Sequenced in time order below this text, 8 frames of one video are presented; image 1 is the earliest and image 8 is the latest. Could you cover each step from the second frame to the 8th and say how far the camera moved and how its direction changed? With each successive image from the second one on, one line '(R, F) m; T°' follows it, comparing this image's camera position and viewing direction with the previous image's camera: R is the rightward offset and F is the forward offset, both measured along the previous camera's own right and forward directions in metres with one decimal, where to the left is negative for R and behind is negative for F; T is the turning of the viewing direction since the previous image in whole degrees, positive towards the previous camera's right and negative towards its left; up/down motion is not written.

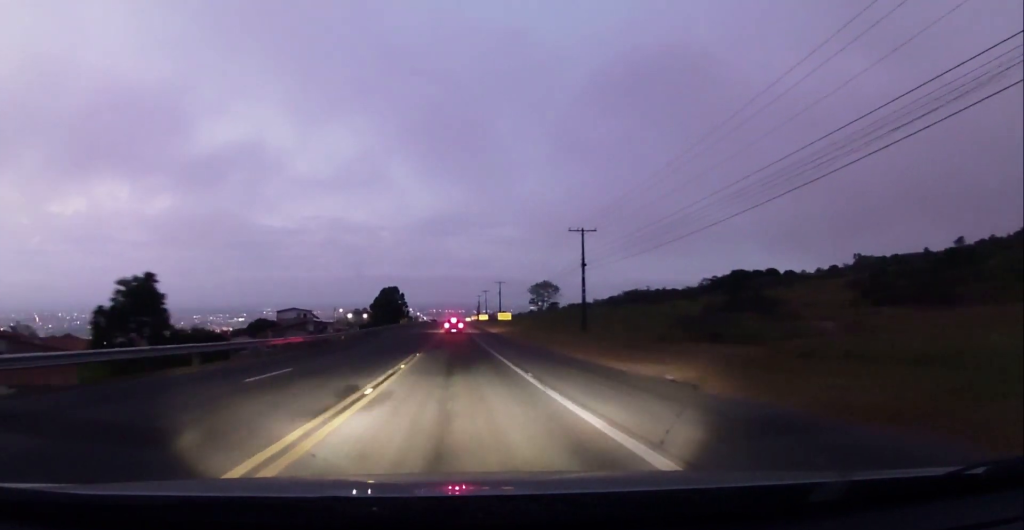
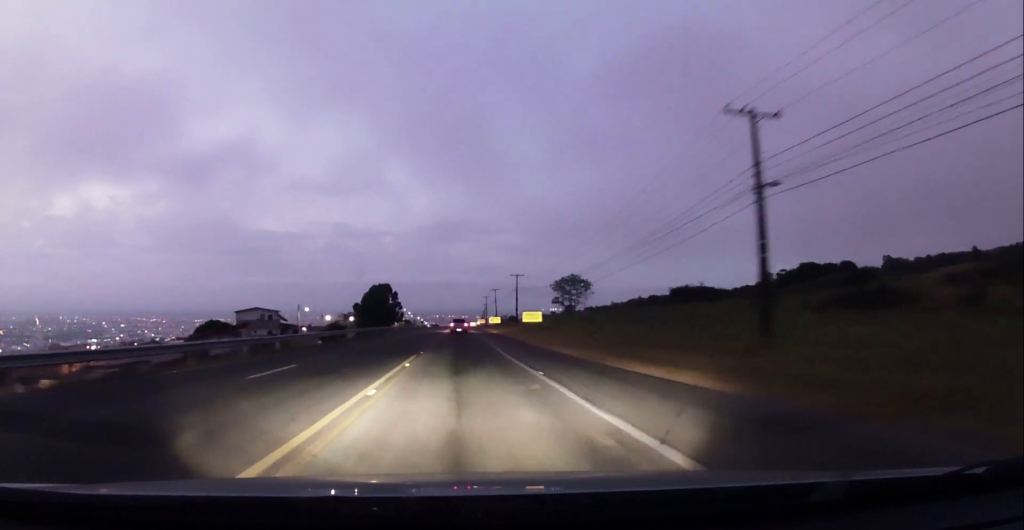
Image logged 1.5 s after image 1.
(+0.5, +33.2) m; +1°
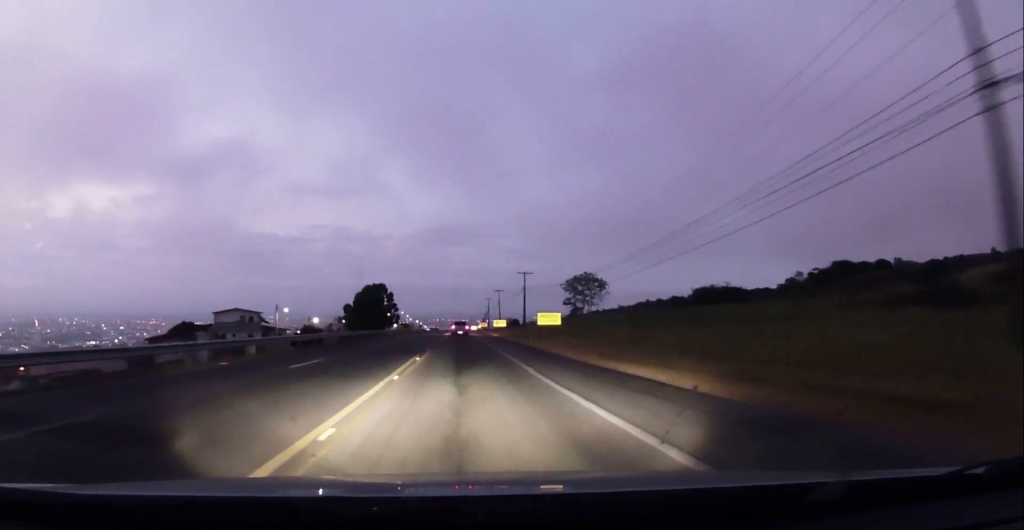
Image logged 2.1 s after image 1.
(-0.1, +12.5) m; 0°
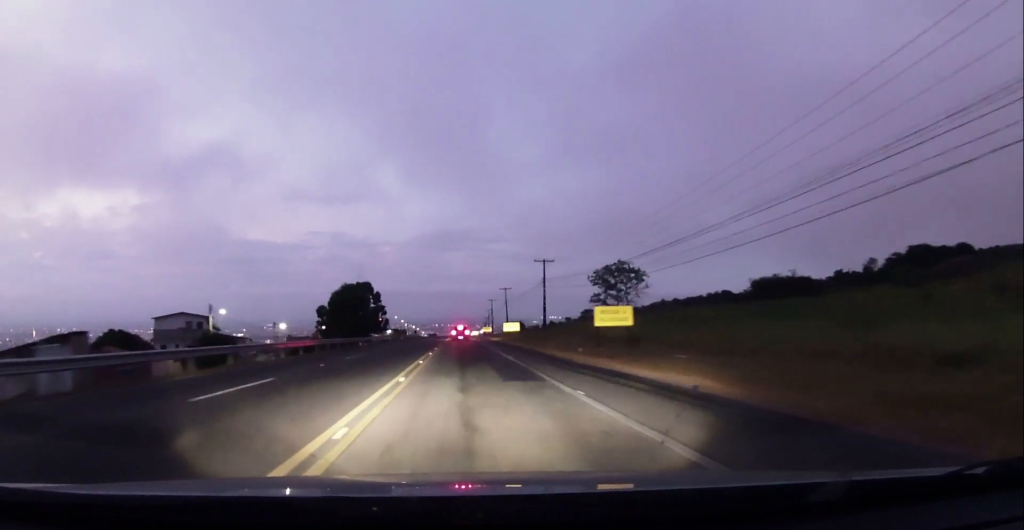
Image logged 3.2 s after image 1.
(-0.3, +24.3) m; -1°
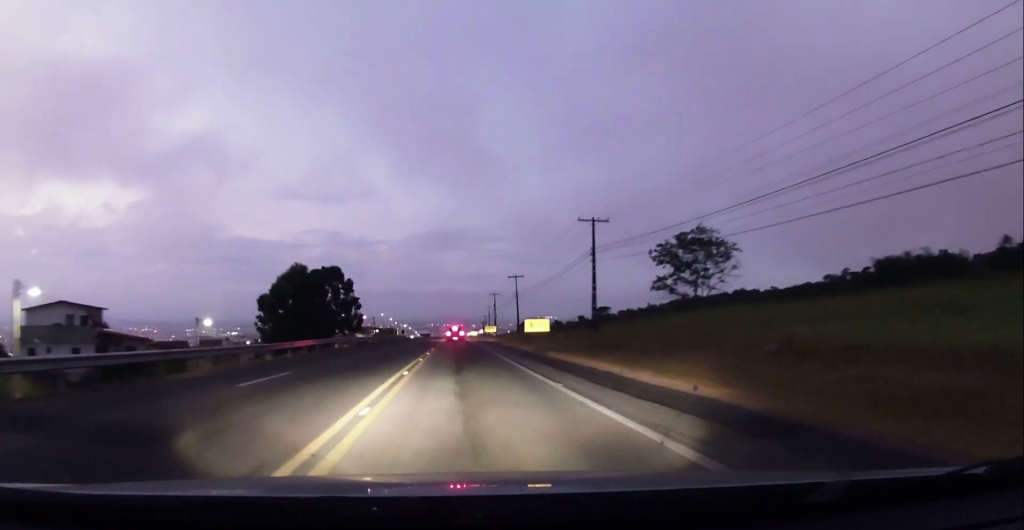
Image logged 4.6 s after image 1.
(0.0, +30.6) m; +1°
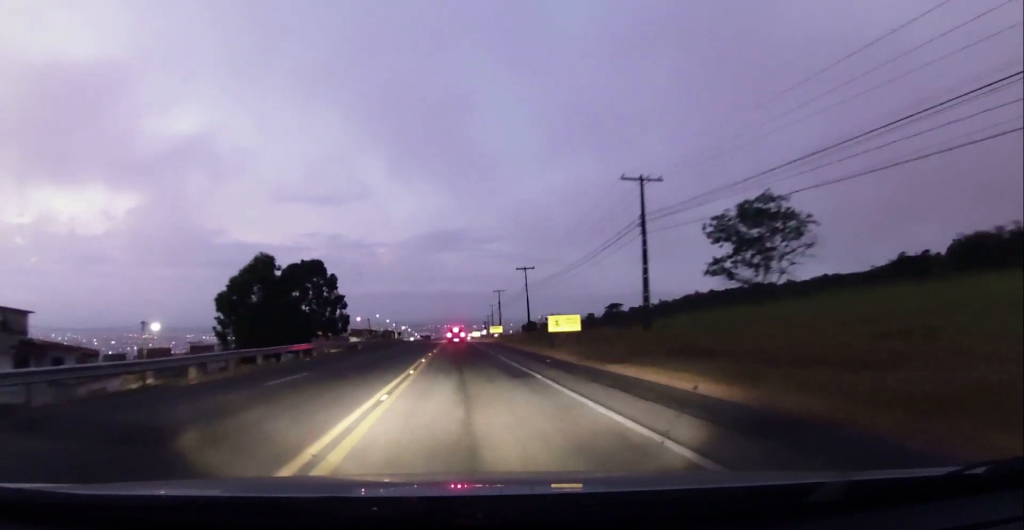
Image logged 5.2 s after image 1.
(+0.1, +13.7) m; 0°
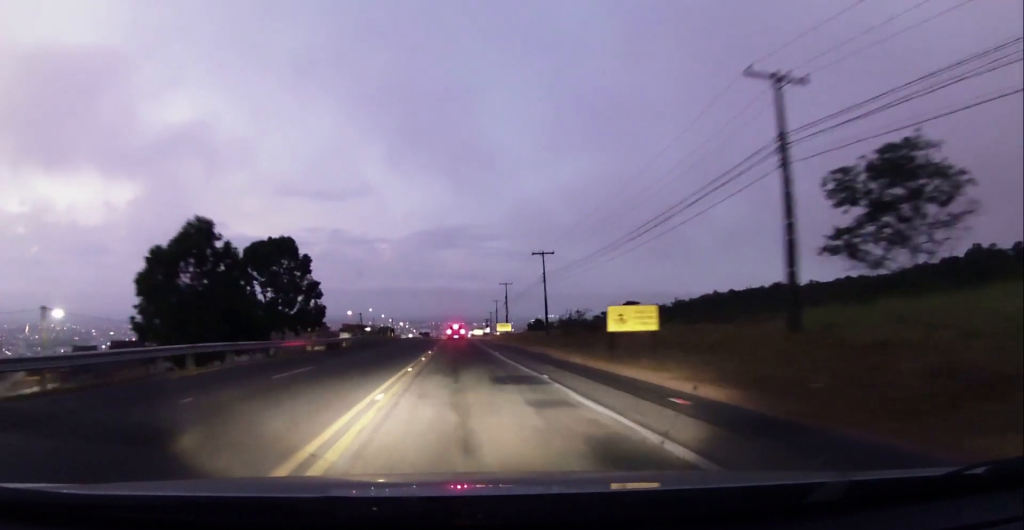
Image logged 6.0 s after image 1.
(0.0, +16.5) m; -1°
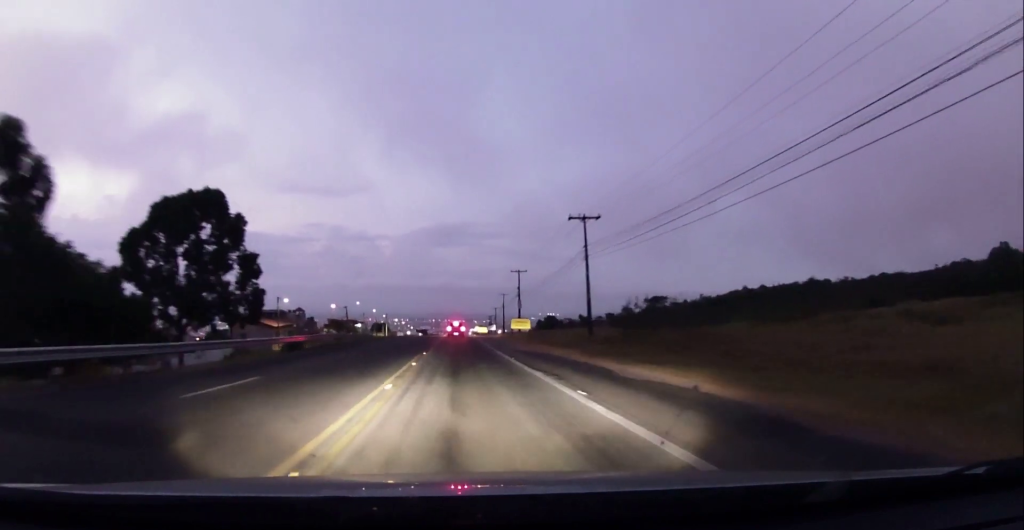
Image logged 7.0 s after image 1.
(-0.3, +22.8) m; +1°
